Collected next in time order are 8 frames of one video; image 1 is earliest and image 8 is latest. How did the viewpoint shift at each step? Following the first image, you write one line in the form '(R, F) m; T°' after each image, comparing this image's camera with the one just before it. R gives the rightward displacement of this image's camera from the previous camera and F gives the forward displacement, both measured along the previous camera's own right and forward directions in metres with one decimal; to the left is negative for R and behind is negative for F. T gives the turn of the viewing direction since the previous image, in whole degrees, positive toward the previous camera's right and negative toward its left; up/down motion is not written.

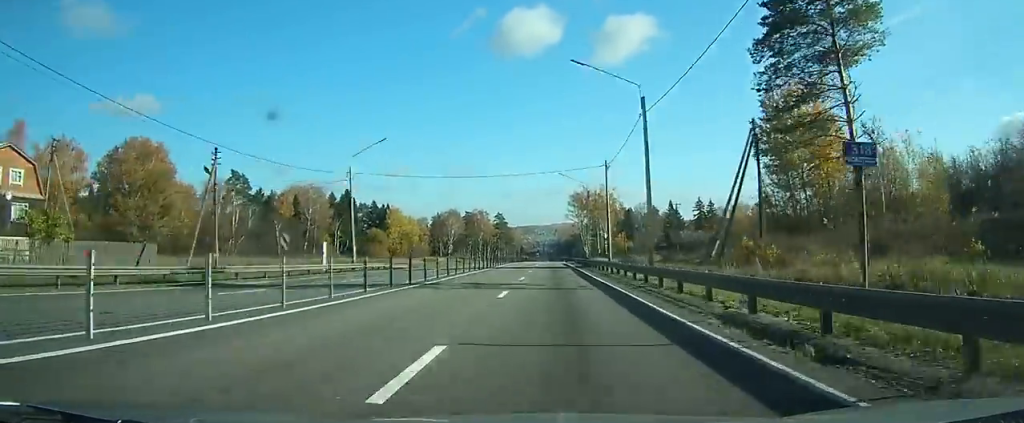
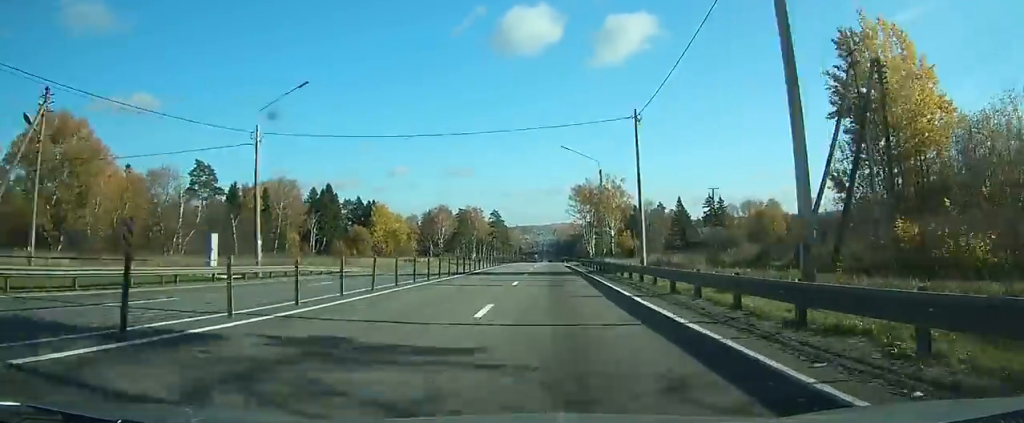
(0.0, +17.5) m; 0°
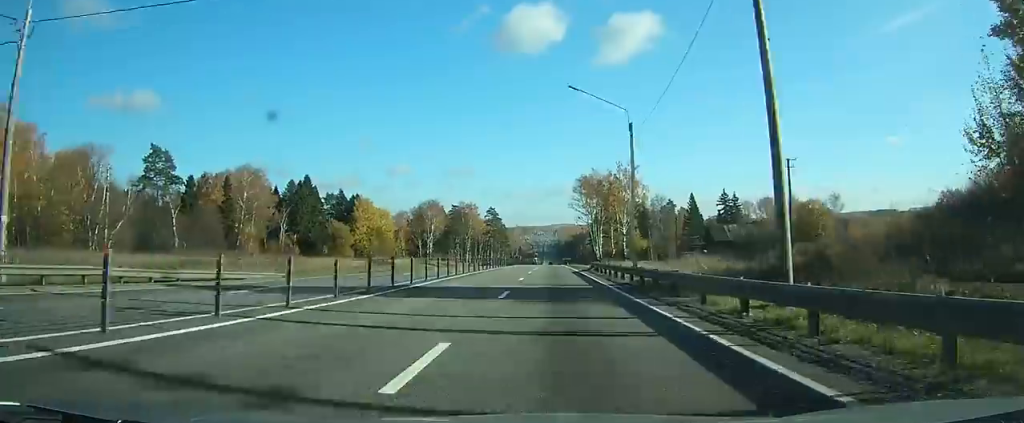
(0.0, +19.2) m; 0°
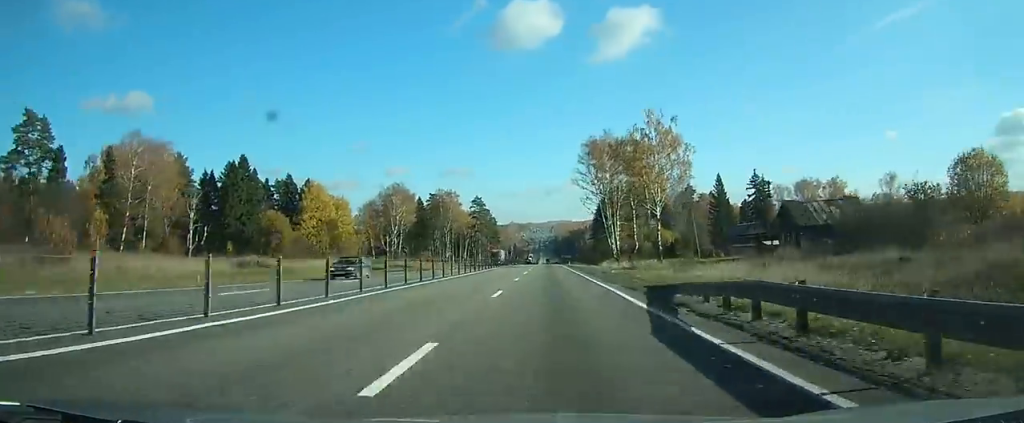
(0.0, +39.0) m; 0°
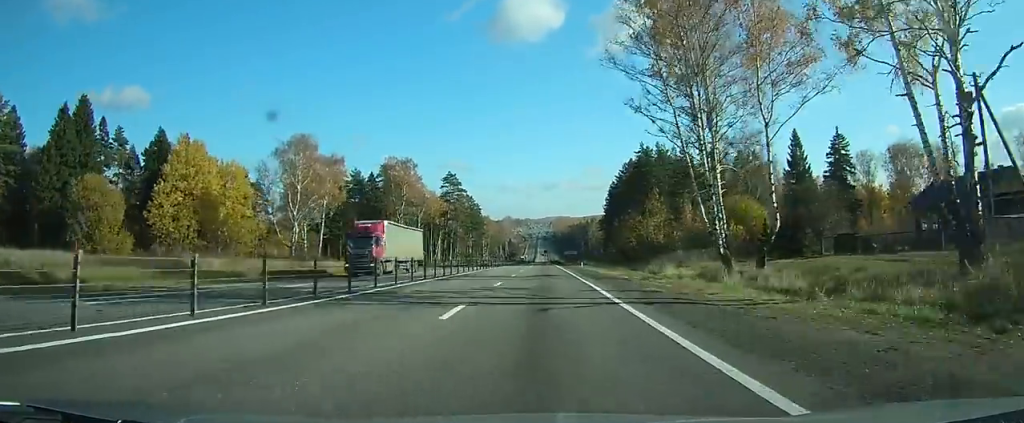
(0.0, +56.2) m; 0°
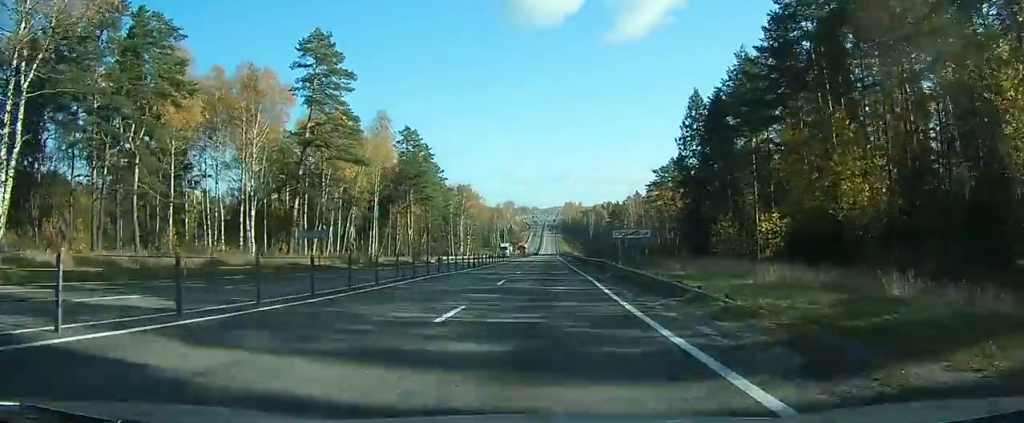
(-0.4, +92.4) m; 0°
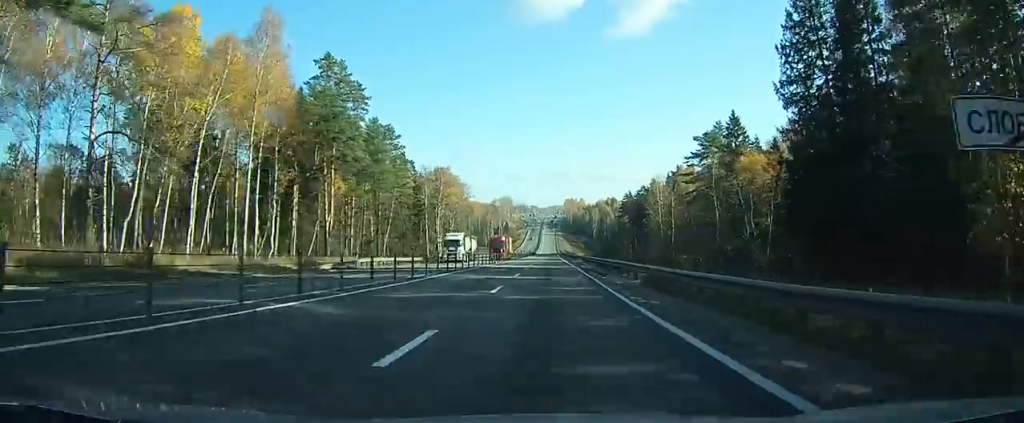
(0.0, +38.9) m; 0°
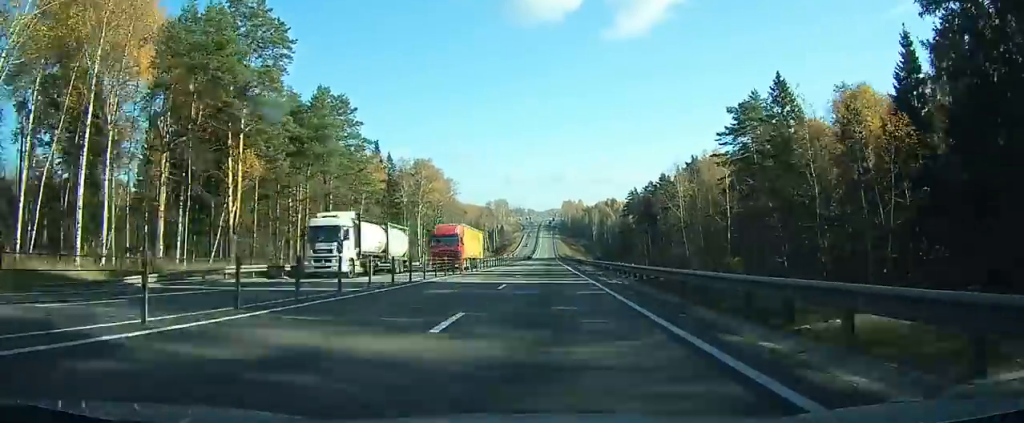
(0.0, +20.5) m; 0°
